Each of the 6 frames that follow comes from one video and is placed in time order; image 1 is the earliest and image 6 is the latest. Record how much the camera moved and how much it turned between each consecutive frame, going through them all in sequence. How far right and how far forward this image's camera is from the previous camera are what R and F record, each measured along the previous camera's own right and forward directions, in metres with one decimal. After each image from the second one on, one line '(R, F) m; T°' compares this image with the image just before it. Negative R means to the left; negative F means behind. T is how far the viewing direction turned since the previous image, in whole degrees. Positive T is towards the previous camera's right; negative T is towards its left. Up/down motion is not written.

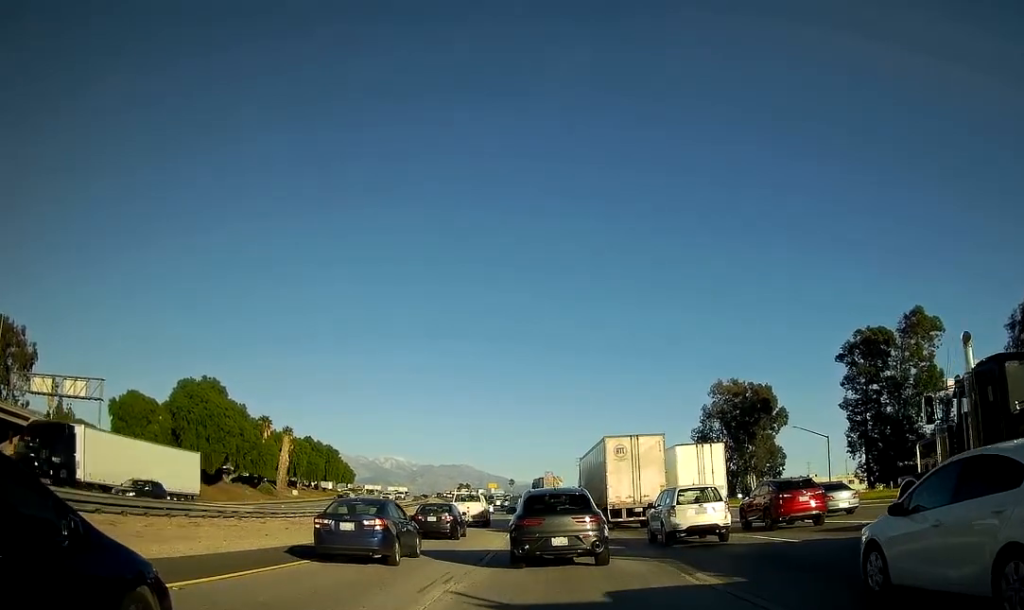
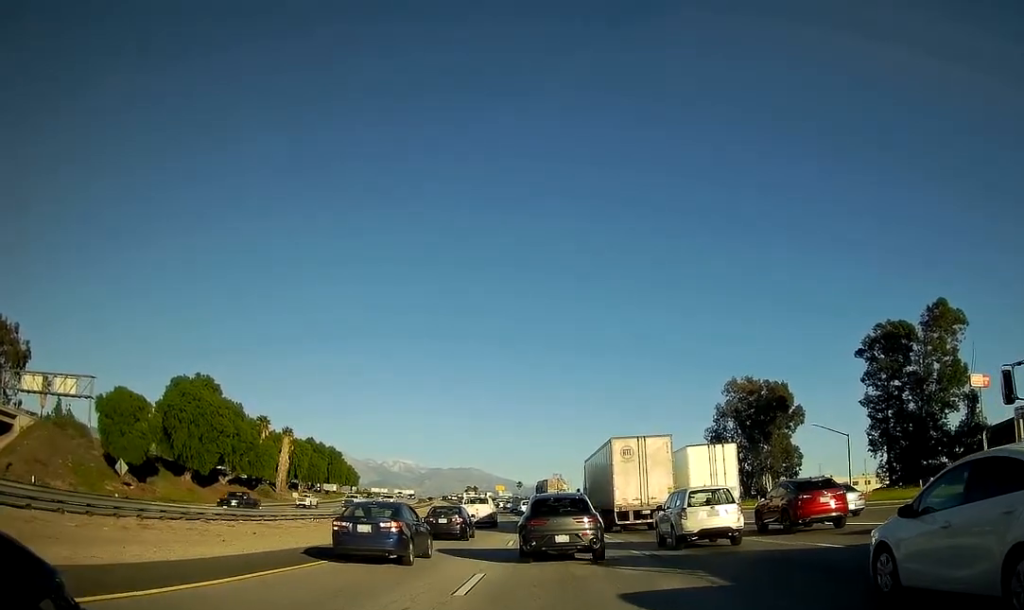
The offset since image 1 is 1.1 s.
(-0.1, +4.8) m; 0°
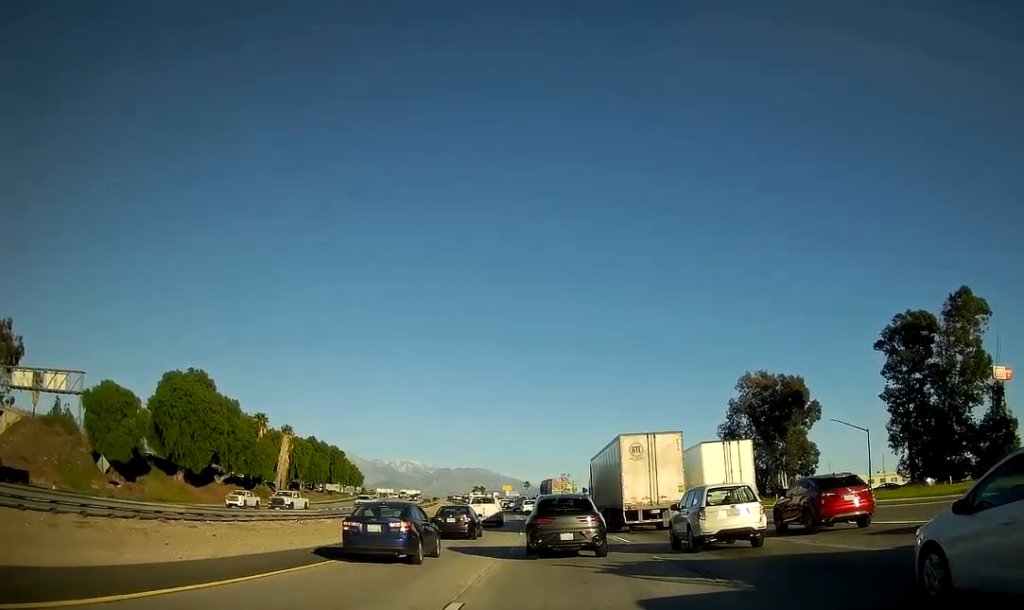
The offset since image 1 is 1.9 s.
(0.0, +4.3) m; +1°
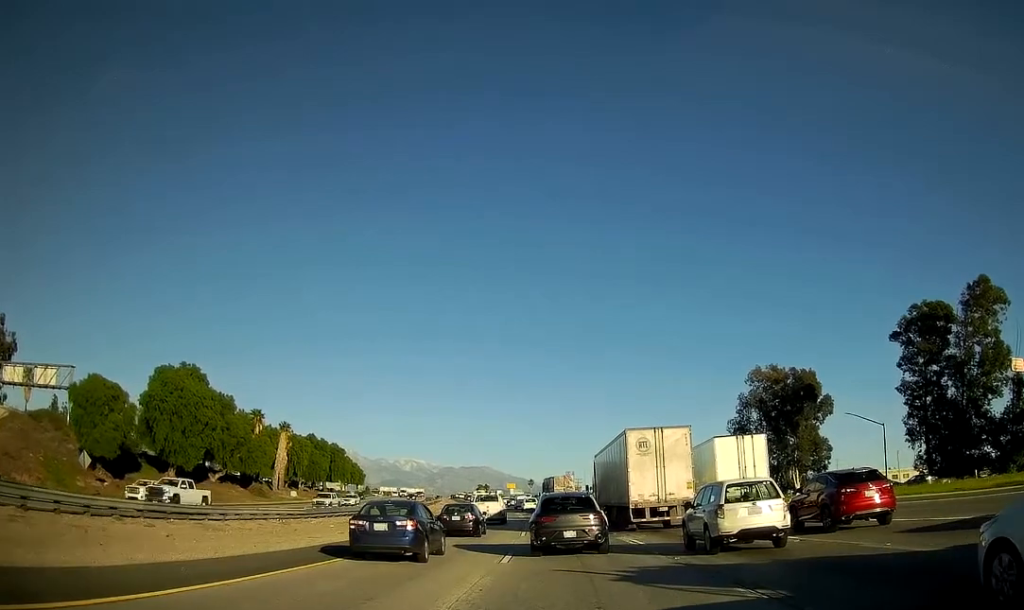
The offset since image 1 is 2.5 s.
(0.0, +3.4) m; +1°
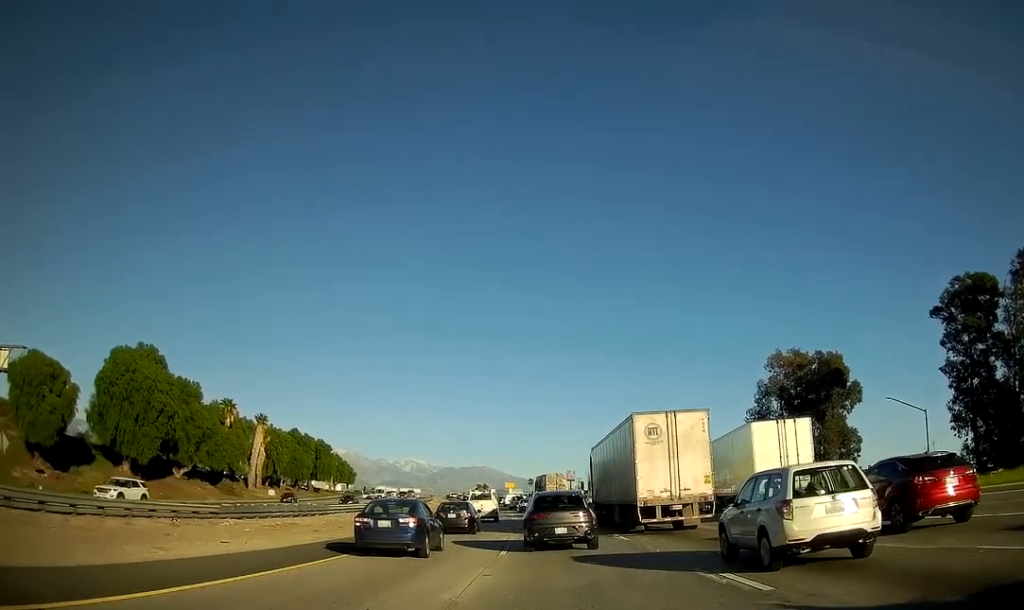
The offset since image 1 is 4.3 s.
(-0.2, +11.8) m; -2°
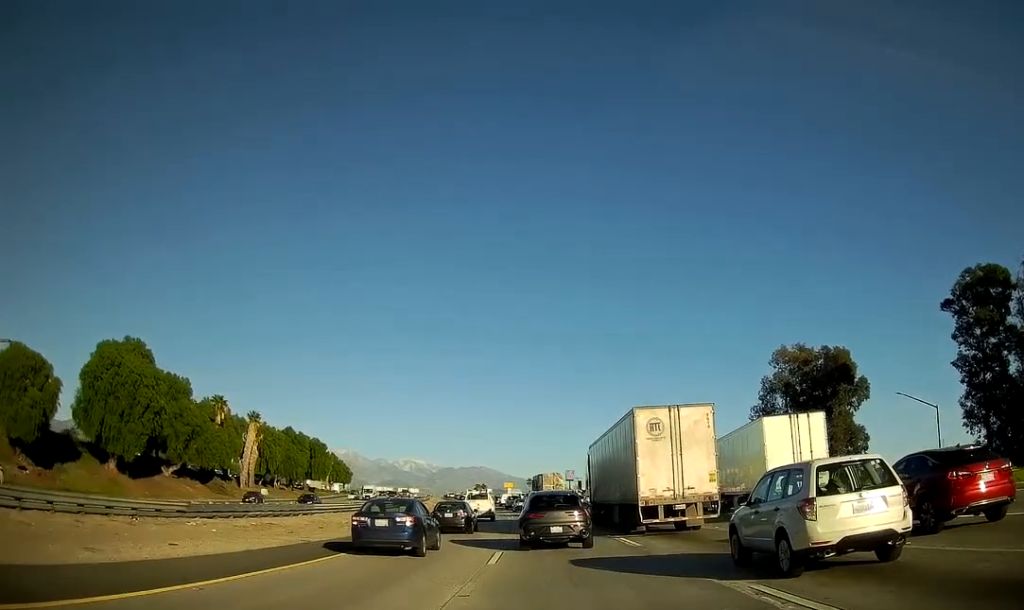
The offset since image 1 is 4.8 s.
(0.0, +3.0) m; 0°
